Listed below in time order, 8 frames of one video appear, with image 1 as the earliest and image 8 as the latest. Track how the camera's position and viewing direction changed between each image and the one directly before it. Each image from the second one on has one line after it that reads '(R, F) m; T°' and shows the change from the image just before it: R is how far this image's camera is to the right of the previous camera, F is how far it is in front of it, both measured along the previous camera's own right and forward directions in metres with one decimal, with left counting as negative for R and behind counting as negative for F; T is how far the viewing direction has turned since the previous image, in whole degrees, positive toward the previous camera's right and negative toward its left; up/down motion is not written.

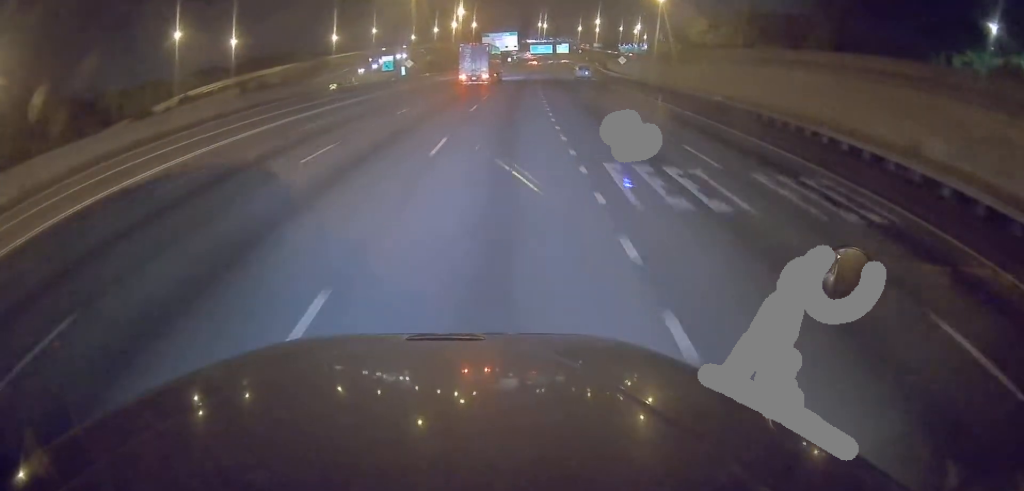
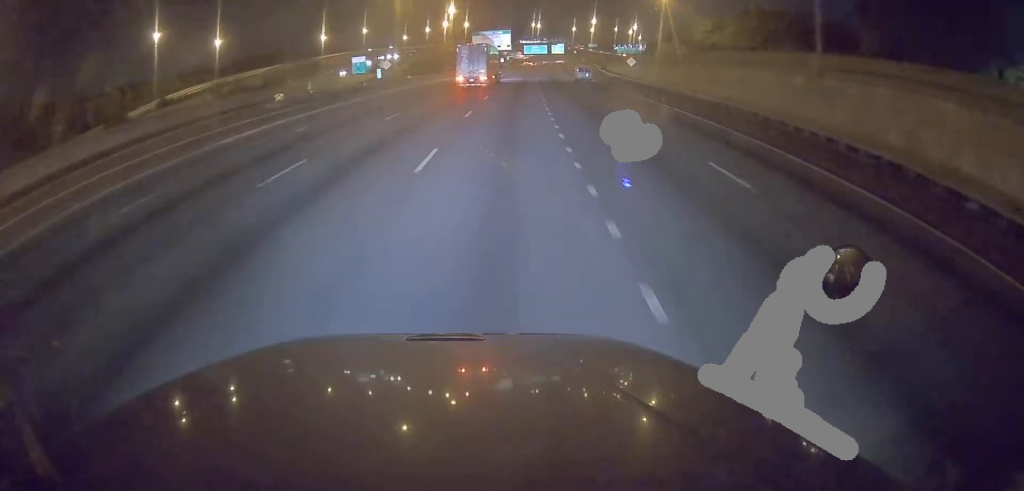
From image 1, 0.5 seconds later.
(-0.1, +14.7) m; +1°
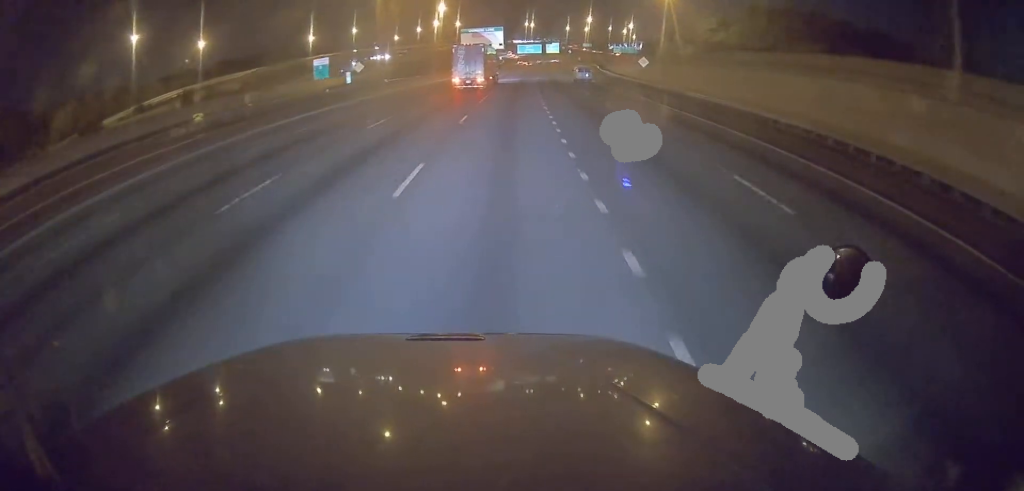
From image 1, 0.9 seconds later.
(+0.2, +14.2) m; +1°
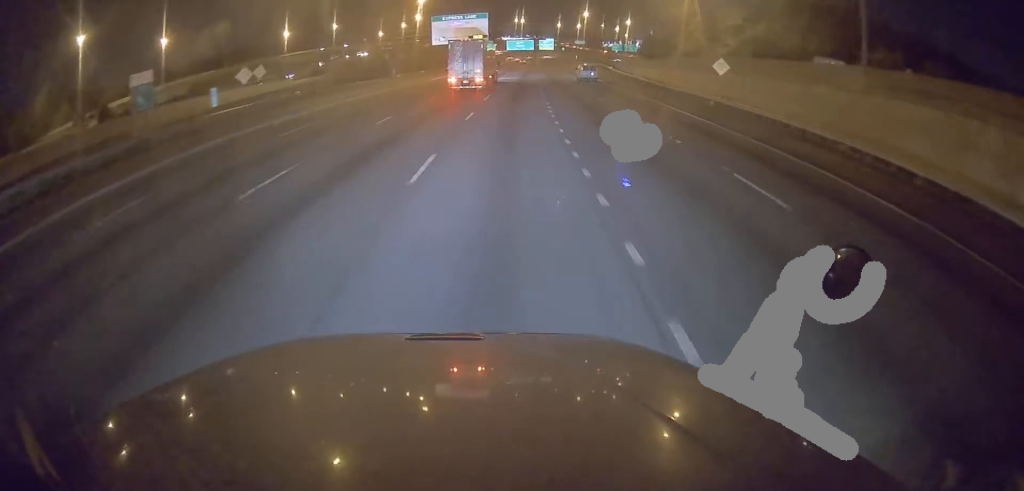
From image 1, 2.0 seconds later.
(+0.8, +35.4) m; +2°
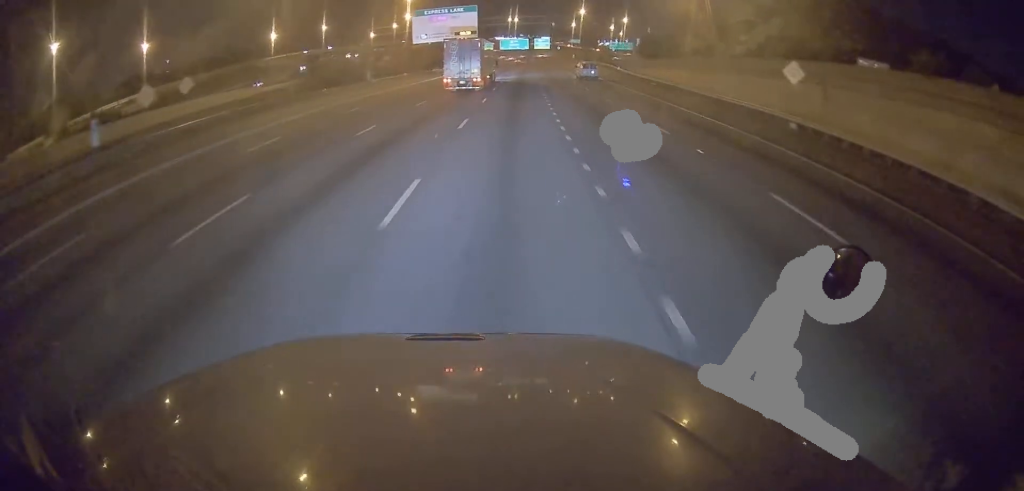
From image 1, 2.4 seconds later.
(+0.1, +14.7) m; +1°
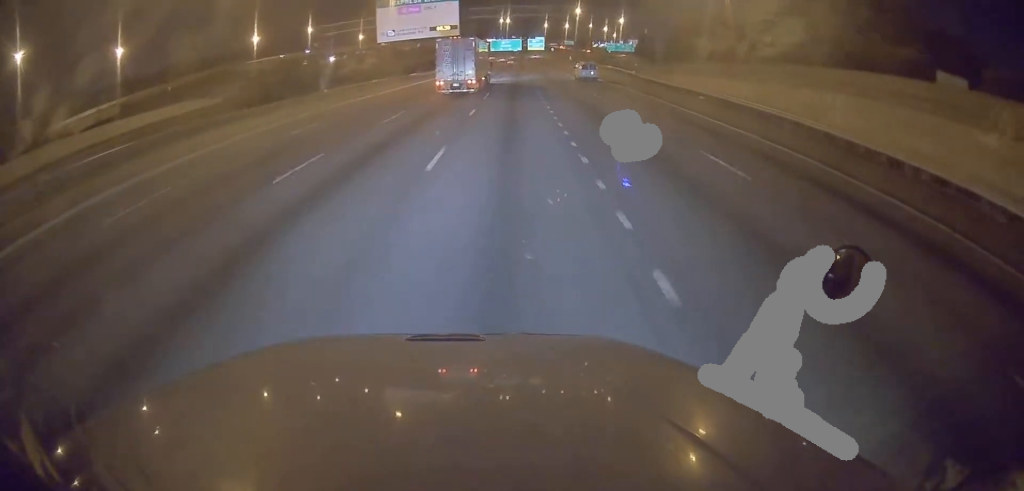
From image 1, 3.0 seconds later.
(+0.1, +19.5) m; 0°
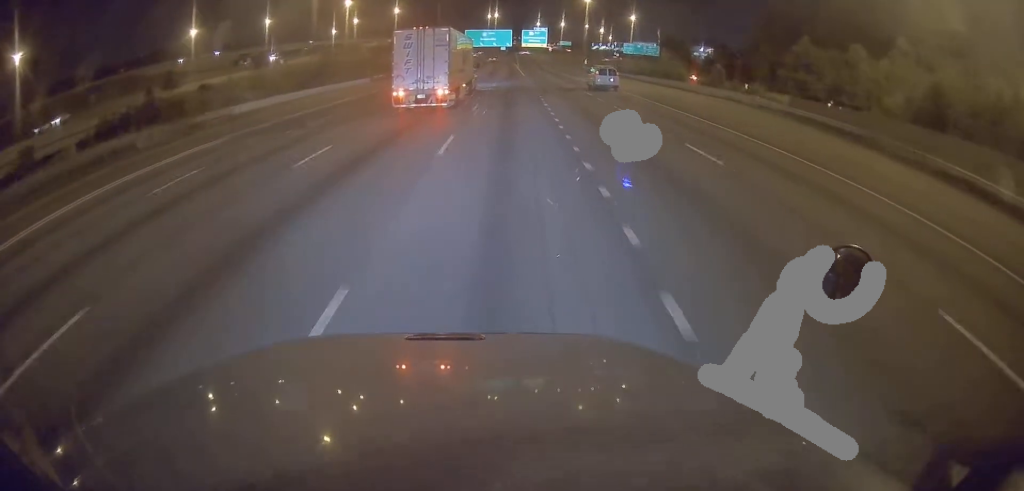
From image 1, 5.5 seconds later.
(+0.4, +82.8) m; +1°
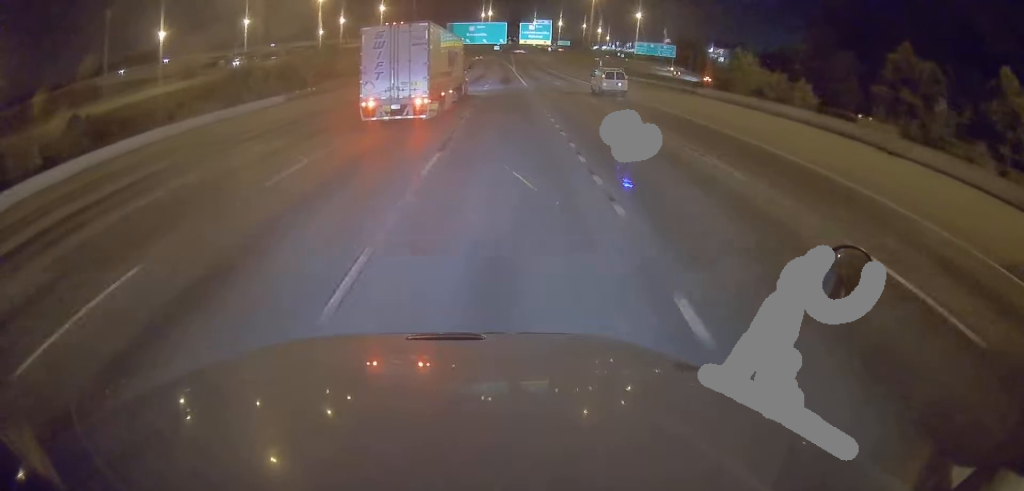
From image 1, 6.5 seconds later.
(+0.1, +34.2) m; 0°
